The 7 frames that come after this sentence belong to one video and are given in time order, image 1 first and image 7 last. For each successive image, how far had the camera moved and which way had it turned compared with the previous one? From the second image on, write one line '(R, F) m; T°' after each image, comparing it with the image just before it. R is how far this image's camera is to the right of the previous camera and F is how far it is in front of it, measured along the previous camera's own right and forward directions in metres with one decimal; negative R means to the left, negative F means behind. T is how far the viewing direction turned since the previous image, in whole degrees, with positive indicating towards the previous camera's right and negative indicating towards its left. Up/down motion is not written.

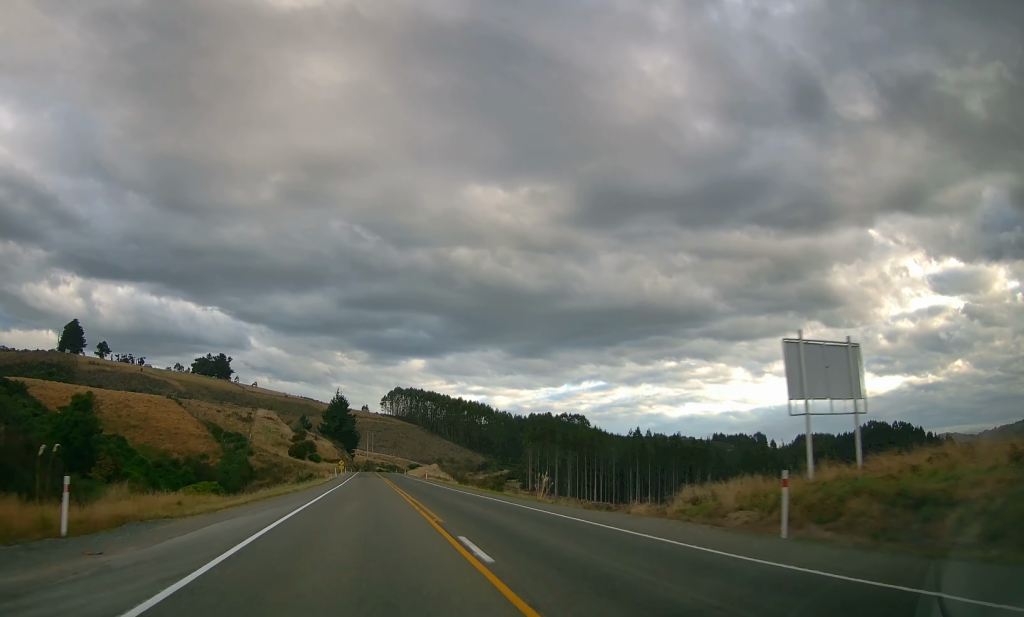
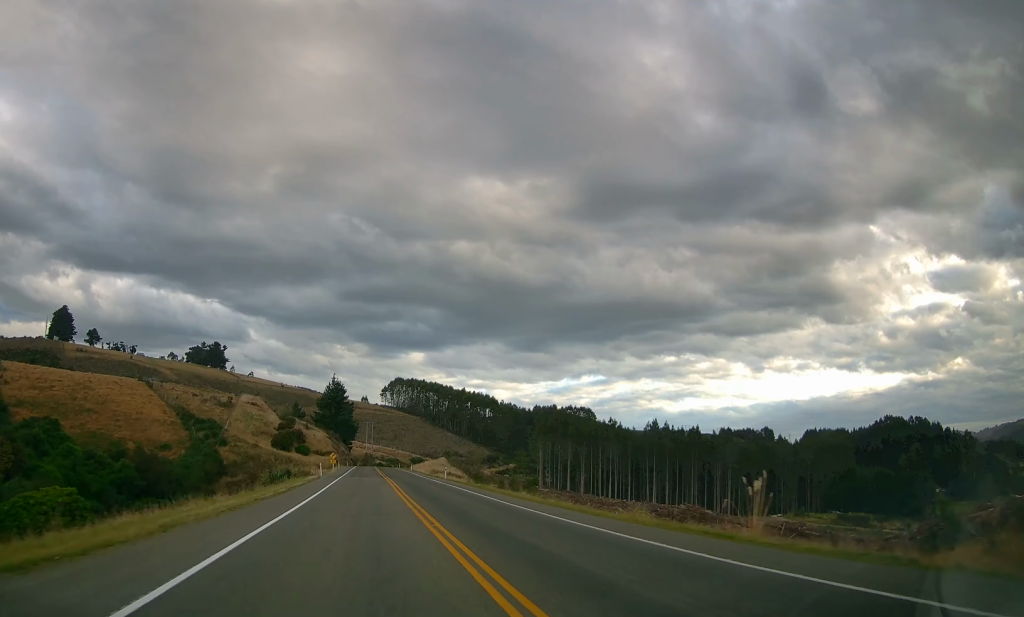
(0.0, +22.7) m; 0°
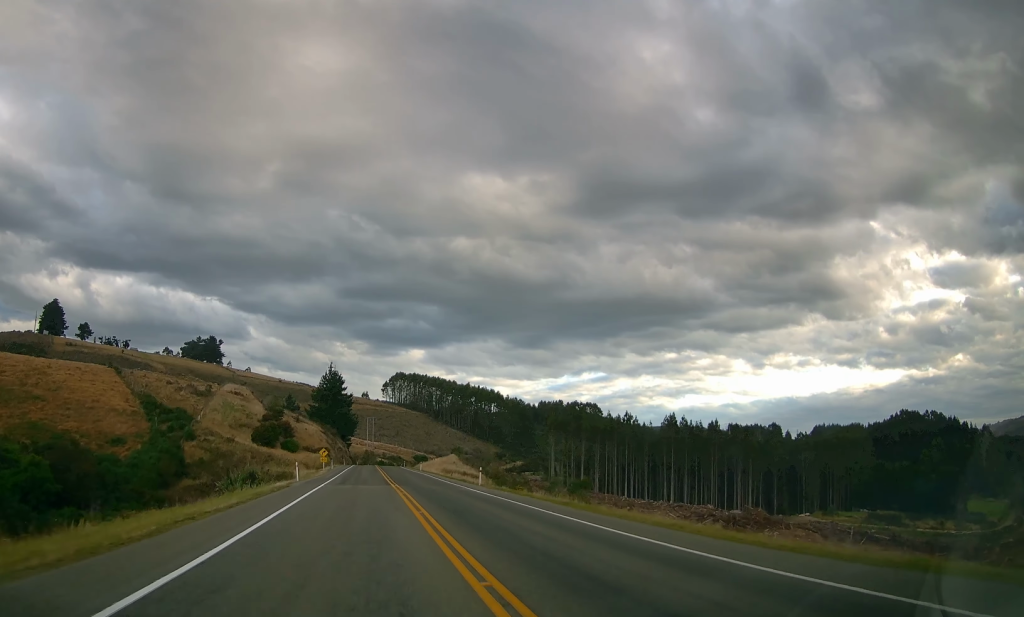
(0.0, +19.4) m; 0°
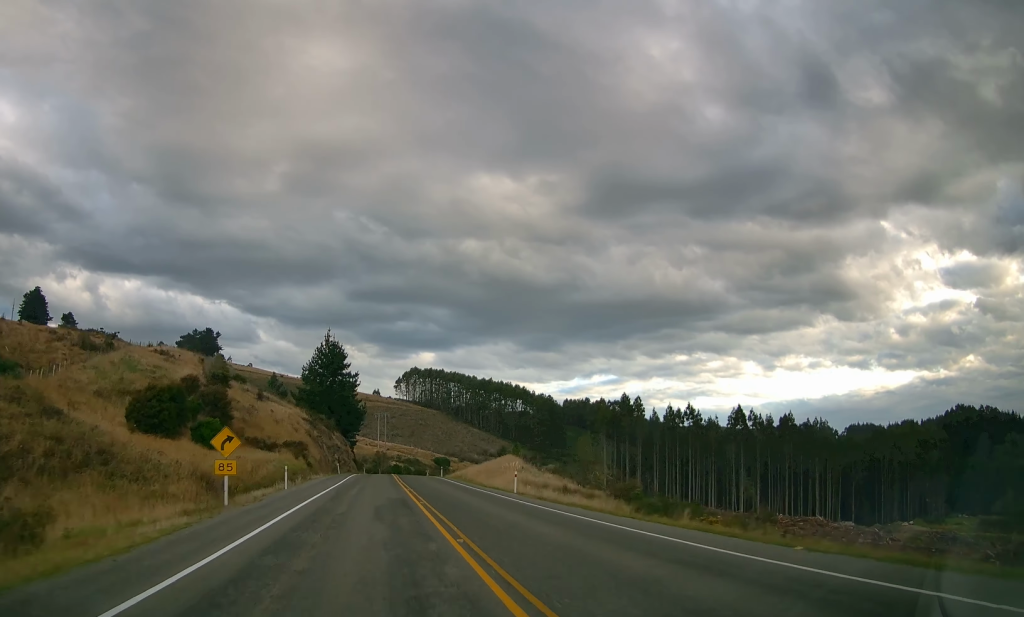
(+0.1, +52.7) m; 0°
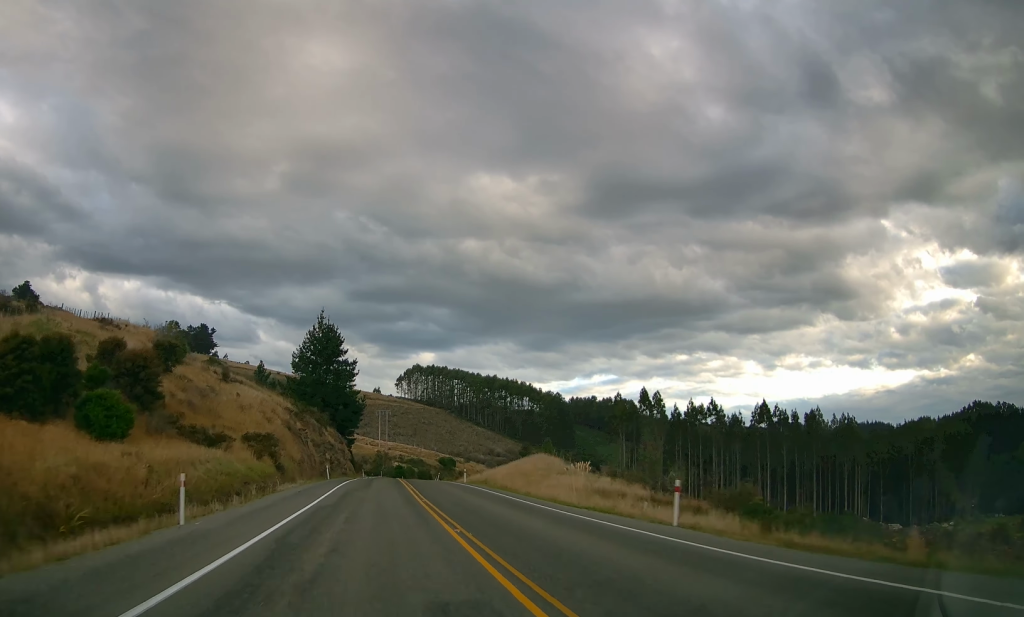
(0.0, +18.2) m; 0°
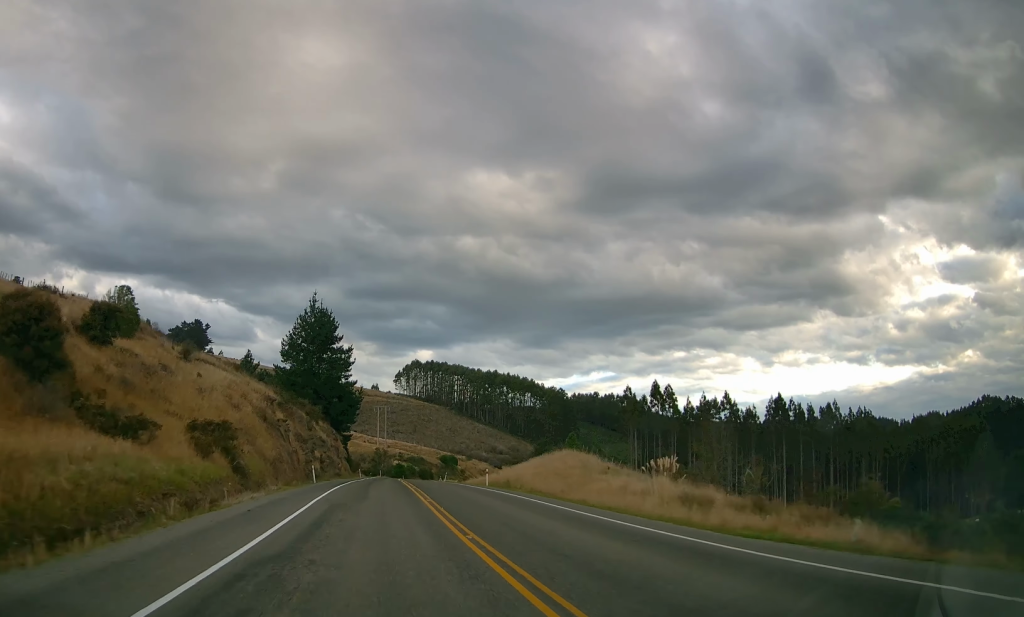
(0.0, +11.5) m; 0°
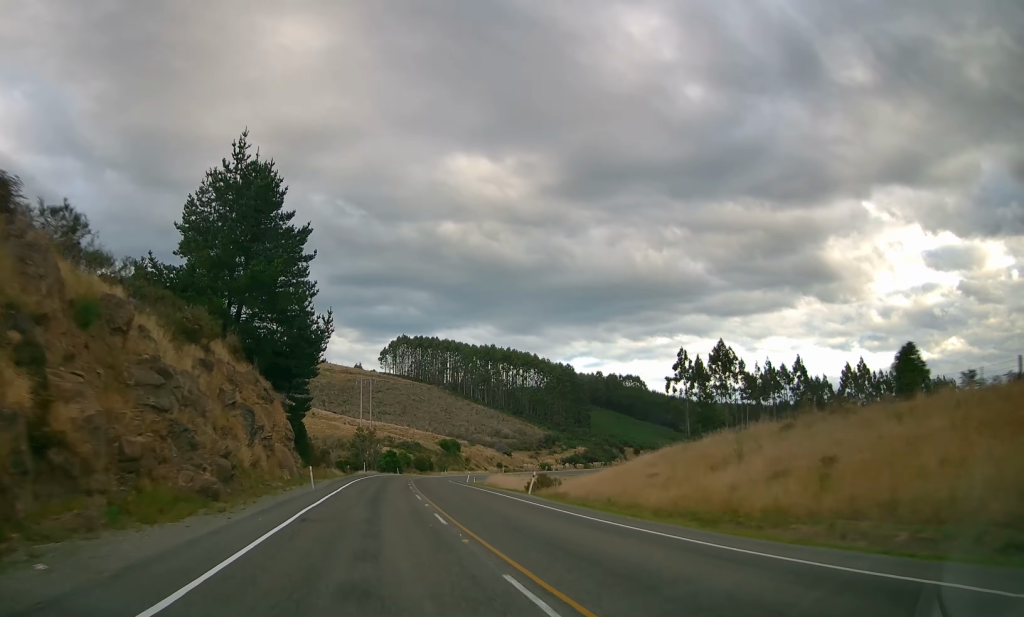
(+1.4, +51.9) m; +3°
